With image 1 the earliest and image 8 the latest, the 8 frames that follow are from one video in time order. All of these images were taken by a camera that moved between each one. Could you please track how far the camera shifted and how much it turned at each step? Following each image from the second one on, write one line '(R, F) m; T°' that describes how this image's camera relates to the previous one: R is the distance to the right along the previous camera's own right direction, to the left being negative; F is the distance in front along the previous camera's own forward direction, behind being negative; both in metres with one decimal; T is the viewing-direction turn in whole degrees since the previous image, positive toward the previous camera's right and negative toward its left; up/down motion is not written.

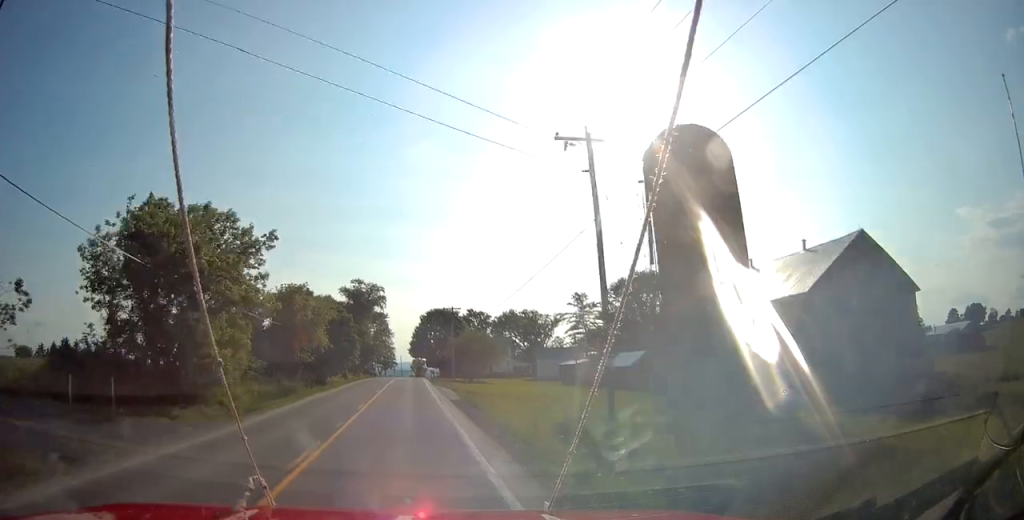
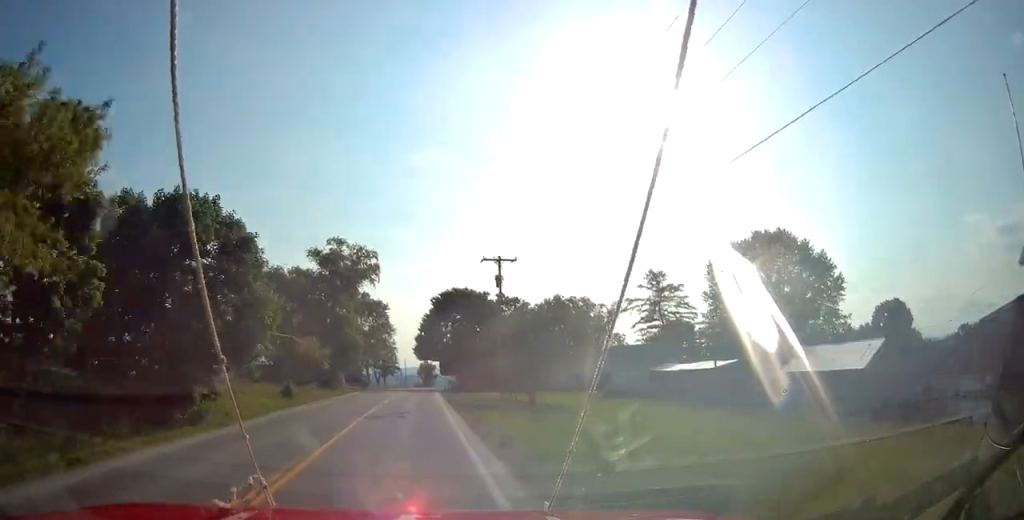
(-0.2, +40.0) m; 0°
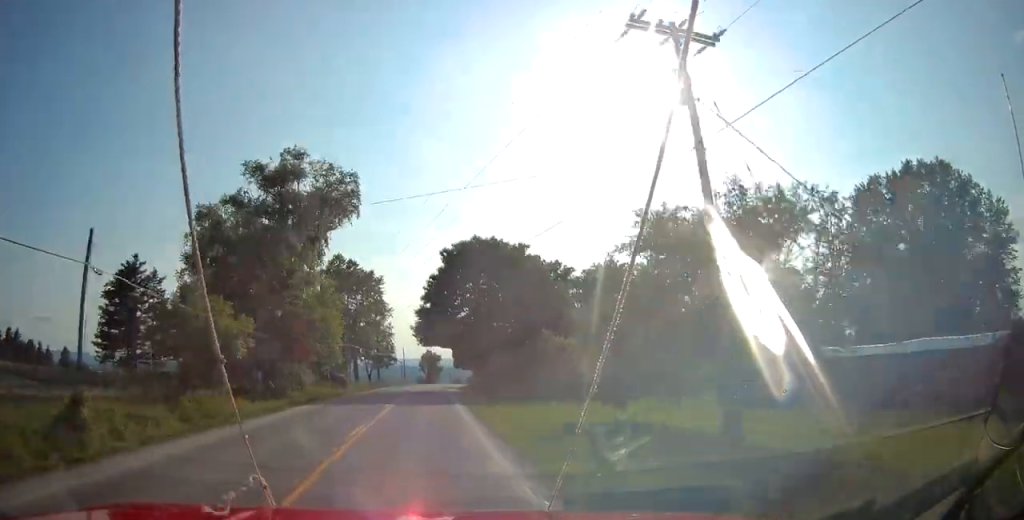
(-0.1, +28.8) m; +1°
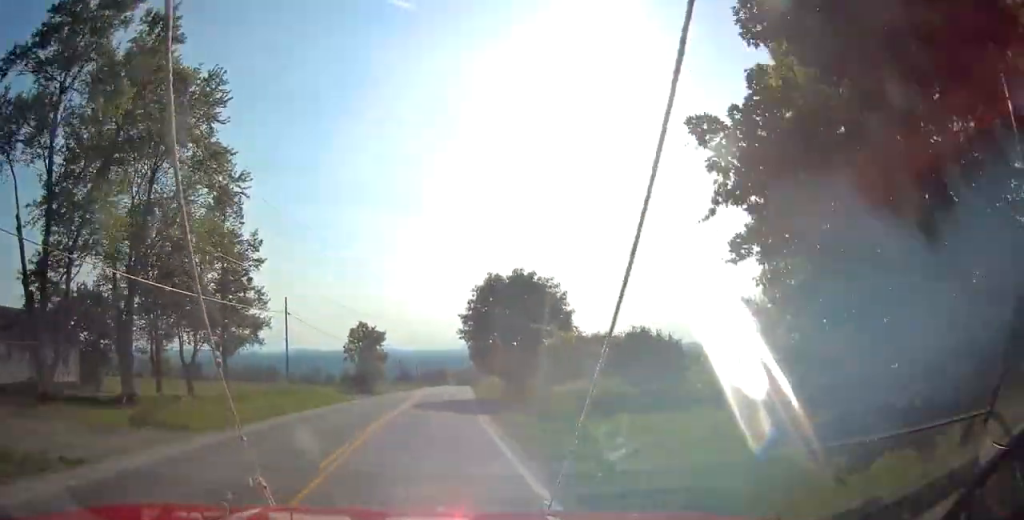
(+2.2, +73.3) m; +5°
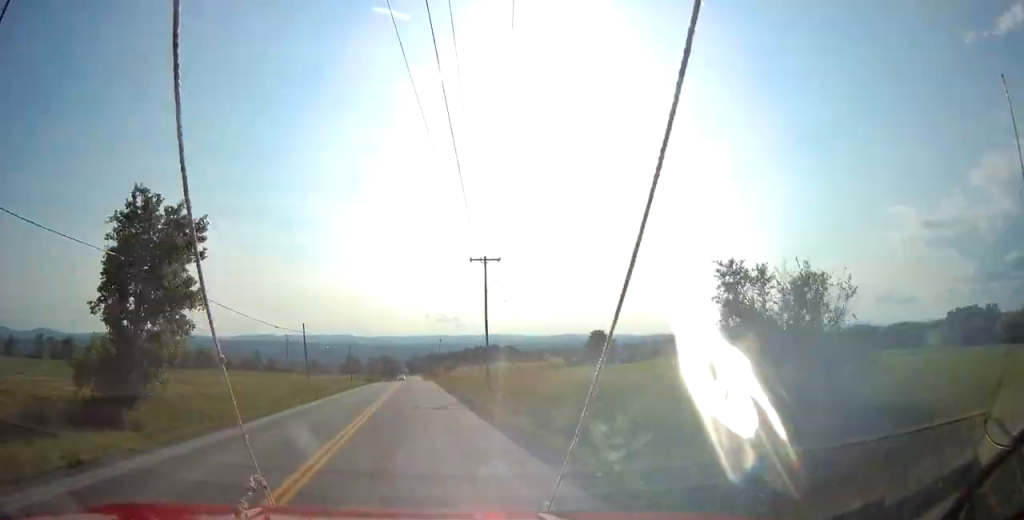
(+2.5, +59.5) m; +3°
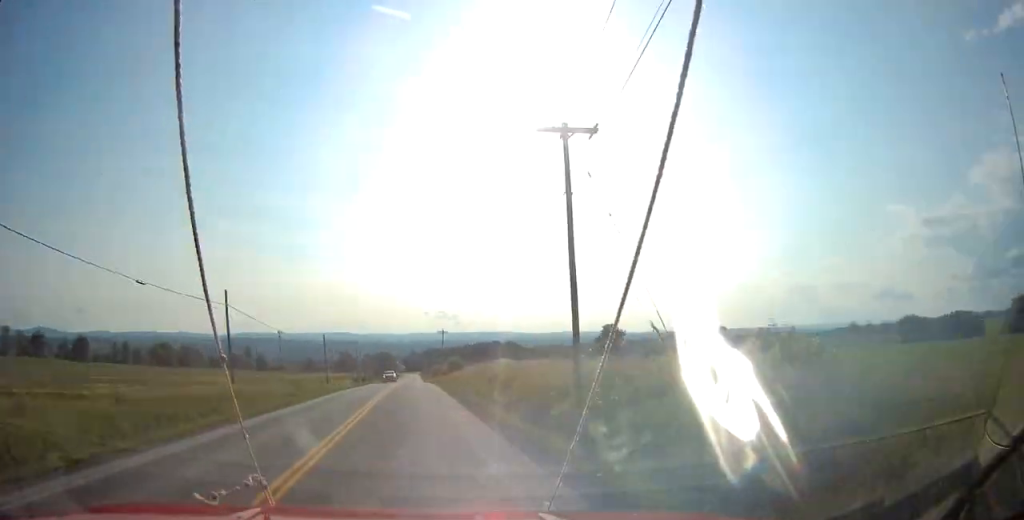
(+0.1, +25.4) m; +1°
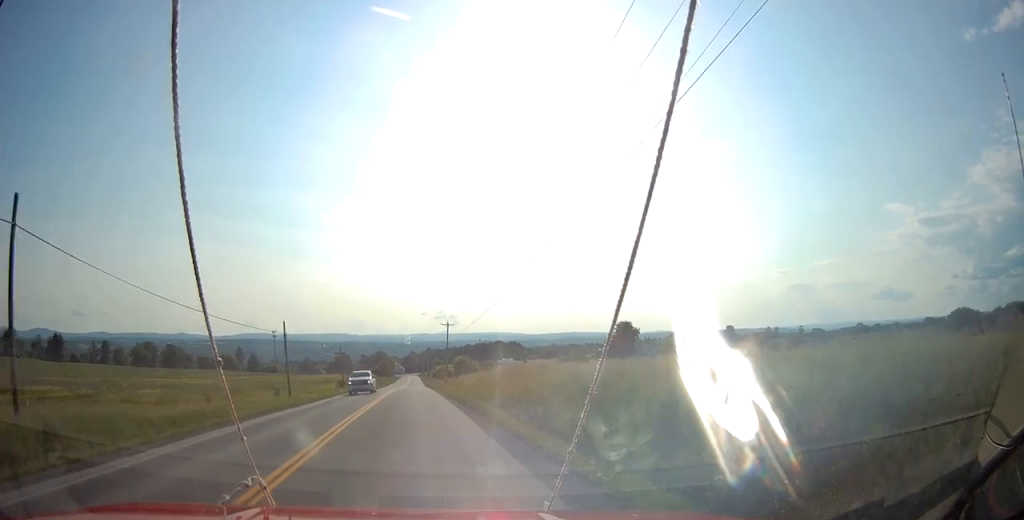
(+0.2, +22.7) m; 0°
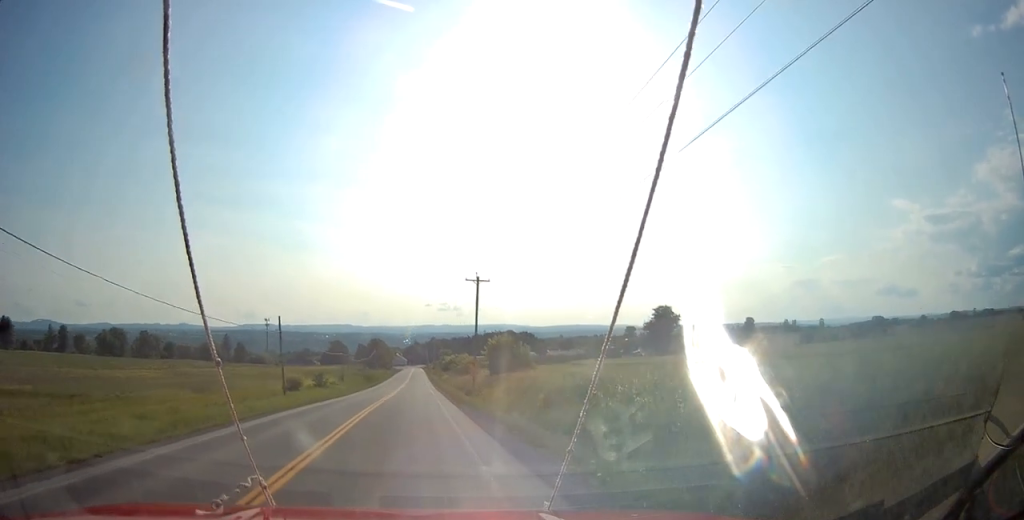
(+0.3, +44.2) m; 0°
